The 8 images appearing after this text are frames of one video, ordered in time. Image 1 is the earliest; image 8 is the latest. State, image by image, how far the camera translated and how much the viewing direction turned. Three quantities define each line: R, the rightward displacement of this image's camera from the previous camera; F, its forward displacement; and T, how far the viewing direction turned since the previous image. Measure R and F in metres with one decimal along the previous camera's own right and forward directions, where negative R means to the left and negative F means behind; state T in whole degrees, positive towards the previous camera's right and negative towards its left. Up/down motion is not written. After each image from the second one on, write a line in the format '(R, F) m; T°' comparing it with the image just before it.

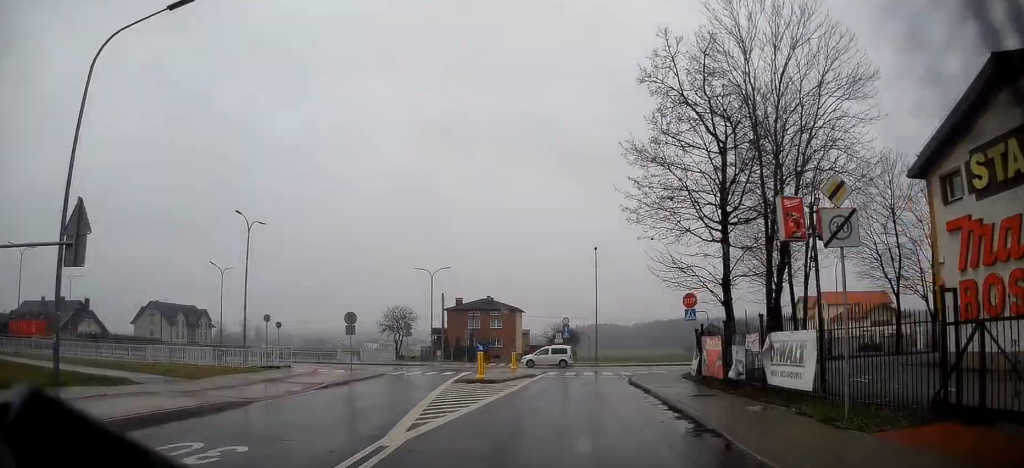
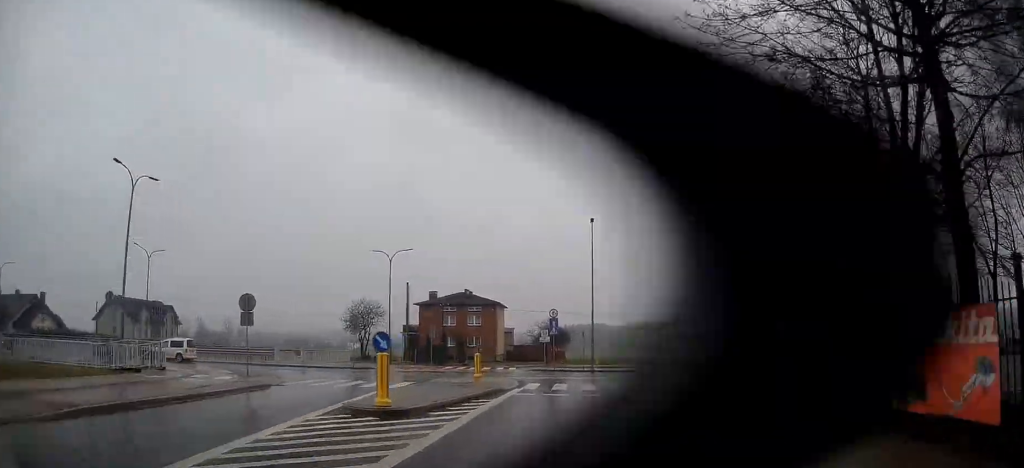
(0.0, +13.0) m; +1°
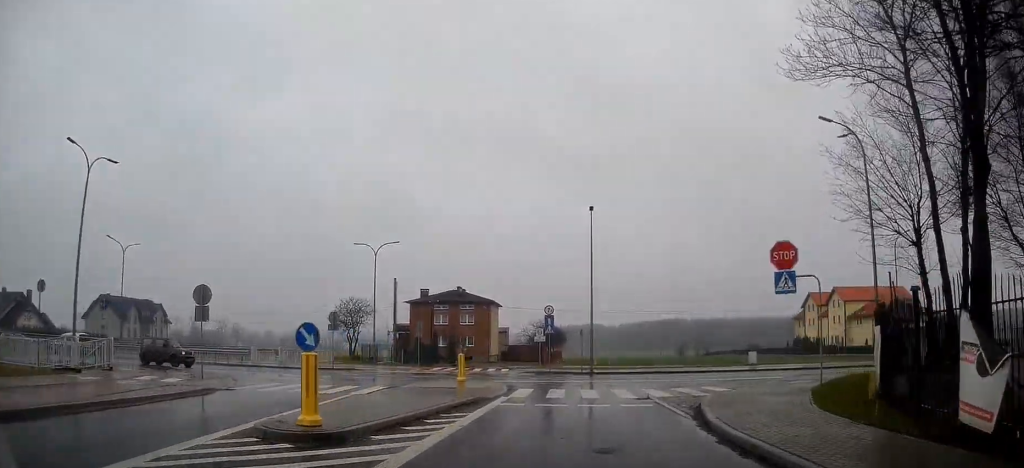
(+0.2, +3.4) m; 0°
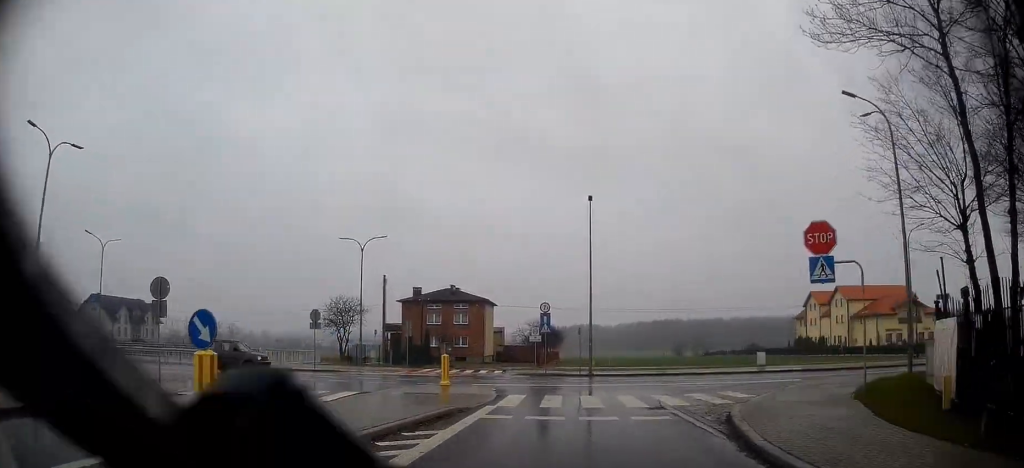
(+0.1, +2.7) m; 0°
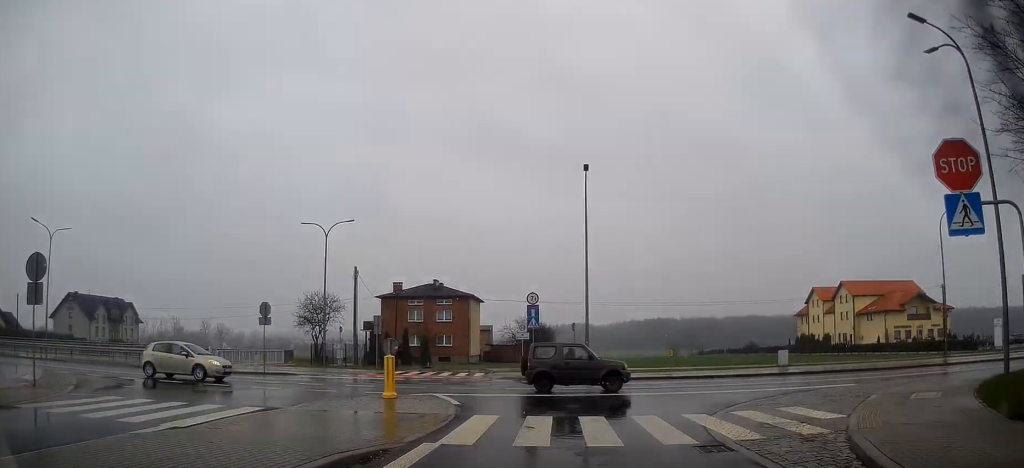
(-0.3, +5.8) m; -1°
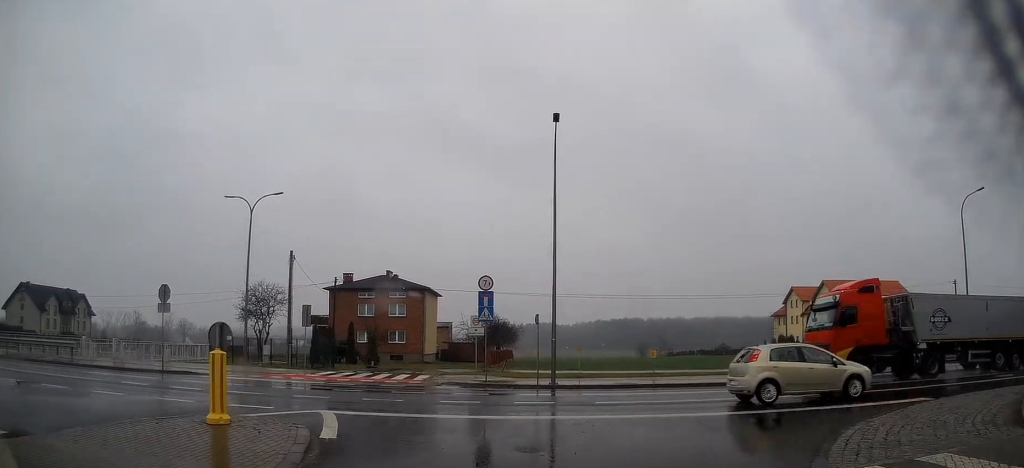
(+0.4, +6.2) m; +7°
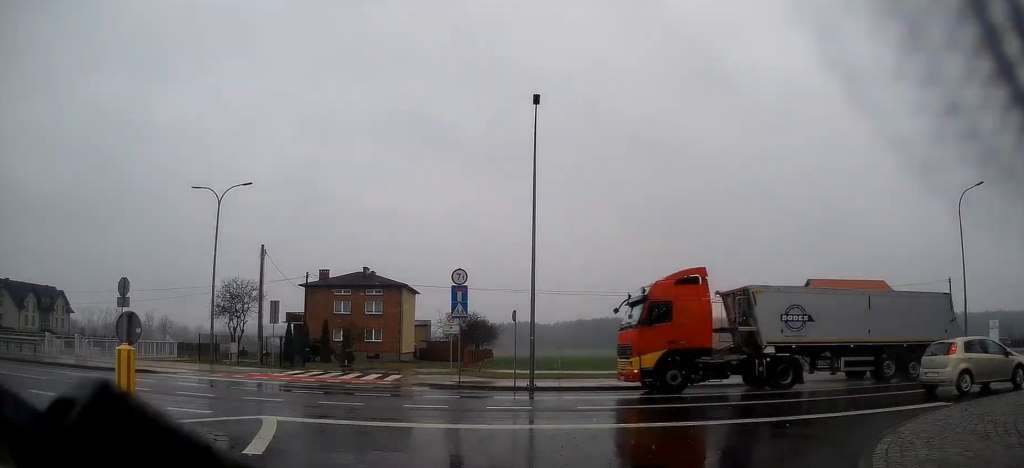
(0.0, +1.6) m; +2°
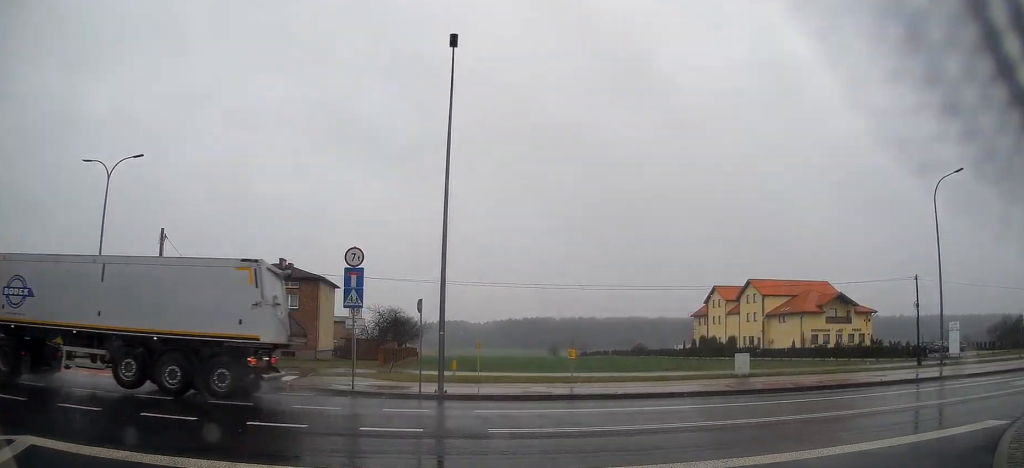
(+0.2, +3.9) m; +4°
